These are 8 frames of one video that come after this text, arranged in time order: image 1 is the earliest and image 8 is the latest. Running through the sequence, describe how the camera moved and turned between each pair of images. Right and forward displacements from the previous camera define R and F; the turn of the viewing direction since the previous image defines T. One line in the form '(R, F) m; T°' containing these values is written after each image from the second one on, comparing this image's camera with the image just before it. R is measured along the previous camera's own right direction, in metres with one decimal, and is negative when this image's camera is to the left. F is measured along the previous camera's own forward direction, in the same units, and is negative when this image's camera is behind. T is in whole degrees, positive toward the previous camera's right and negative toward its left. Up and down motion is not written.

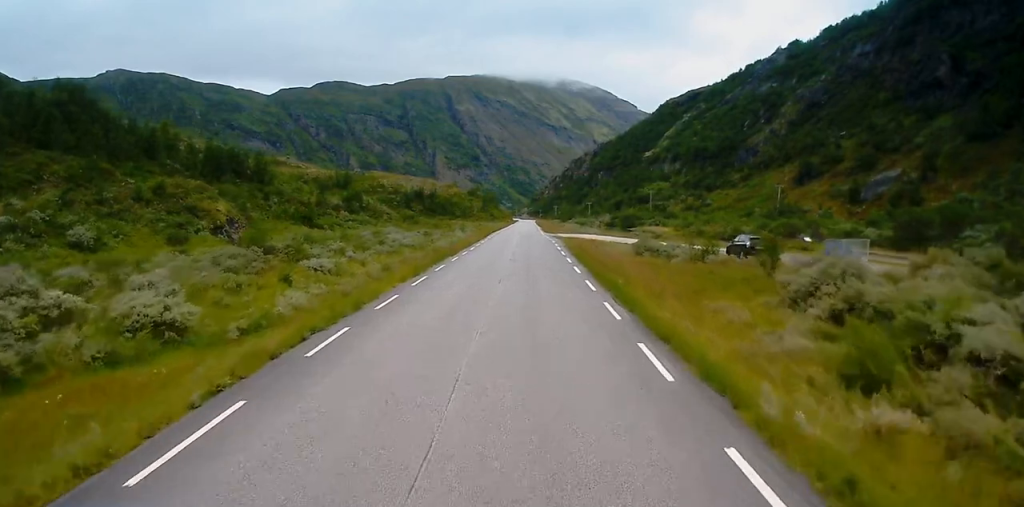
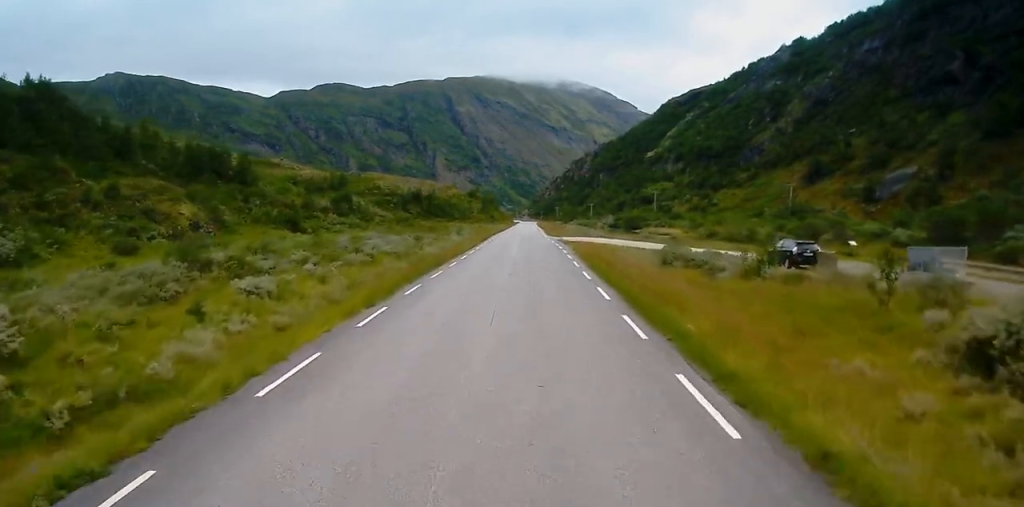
(+0.2, +8.8) m; 0°
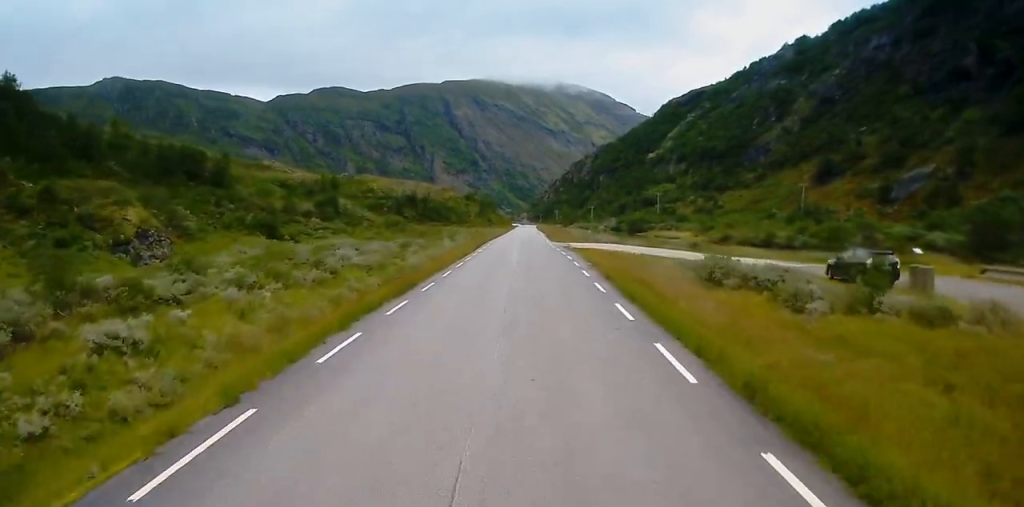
(-0.1, +9.7) m; 0°
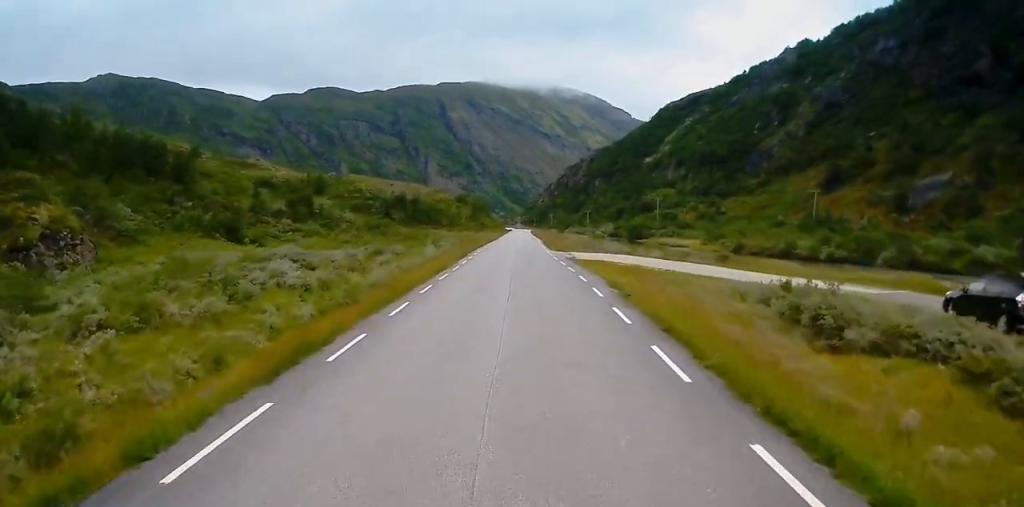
(-0.1, +11.8) m; 0°
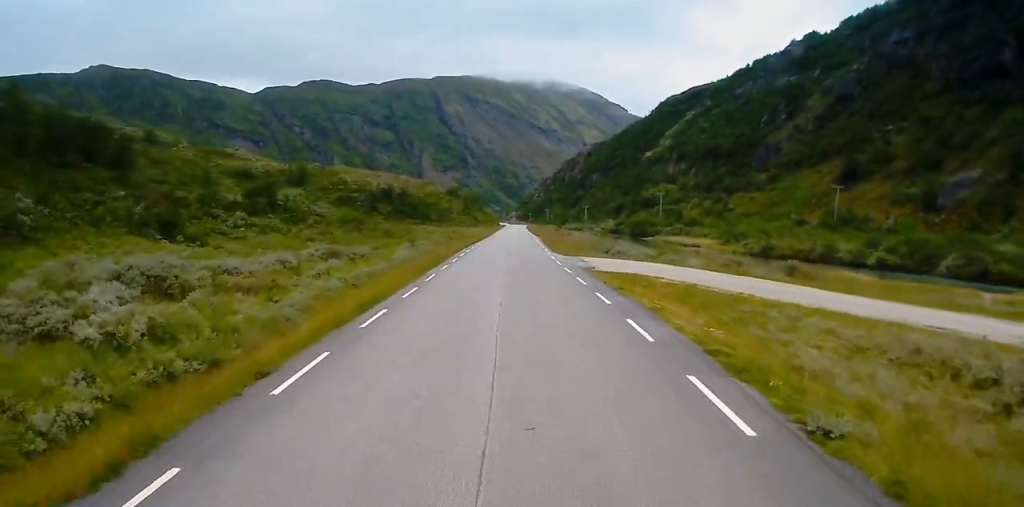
(+0.3, +15.0) m; +1°
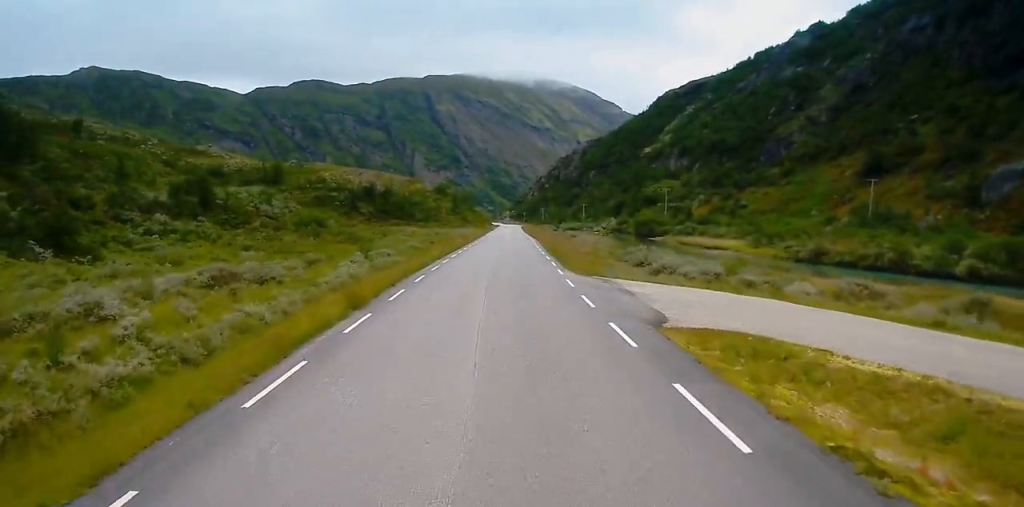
(0.0, +18.6) m; -1°
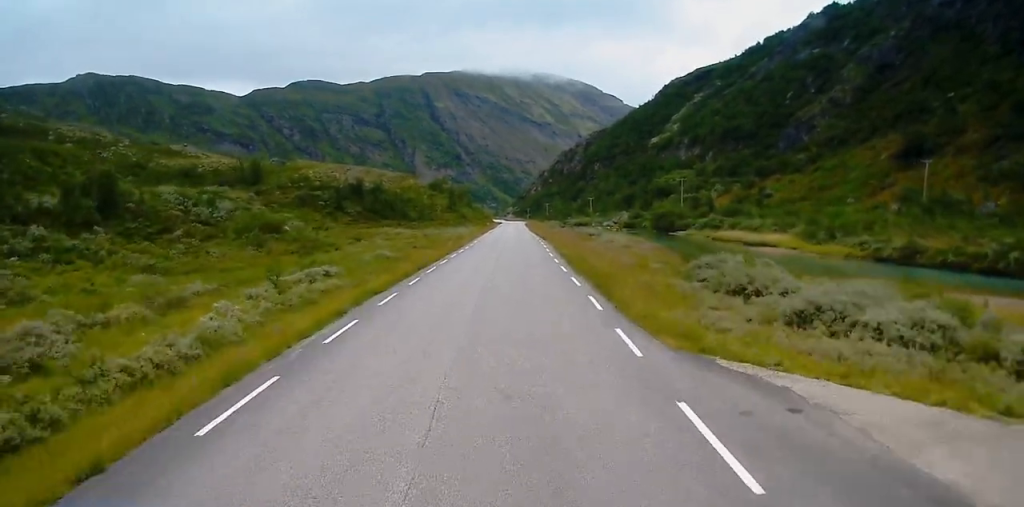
(-0.5, +19.3) m; -1°
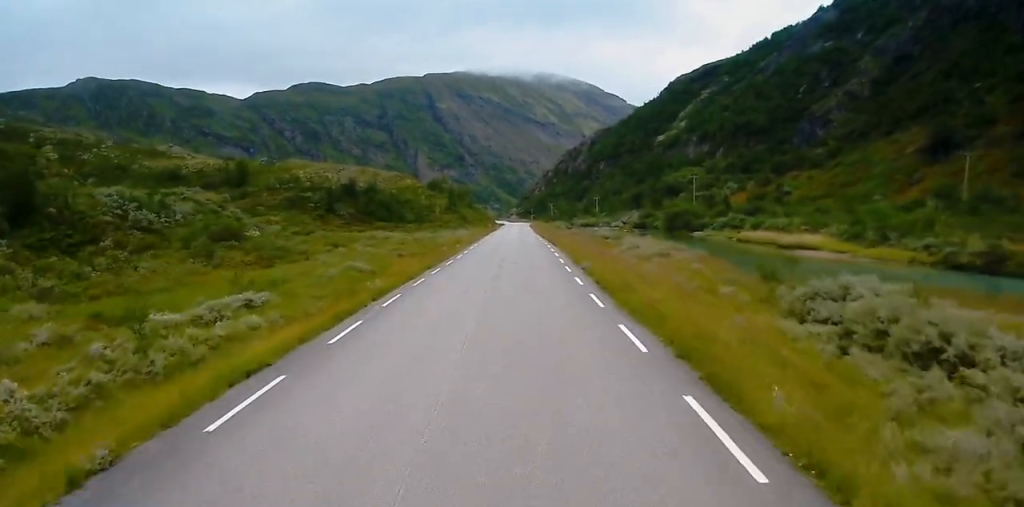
(+0.1, +11.8) m; +1°
